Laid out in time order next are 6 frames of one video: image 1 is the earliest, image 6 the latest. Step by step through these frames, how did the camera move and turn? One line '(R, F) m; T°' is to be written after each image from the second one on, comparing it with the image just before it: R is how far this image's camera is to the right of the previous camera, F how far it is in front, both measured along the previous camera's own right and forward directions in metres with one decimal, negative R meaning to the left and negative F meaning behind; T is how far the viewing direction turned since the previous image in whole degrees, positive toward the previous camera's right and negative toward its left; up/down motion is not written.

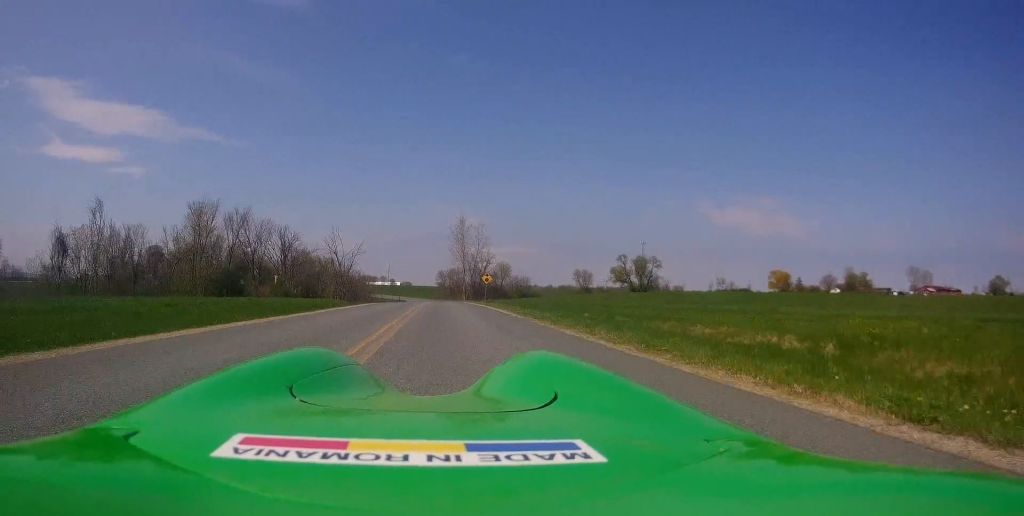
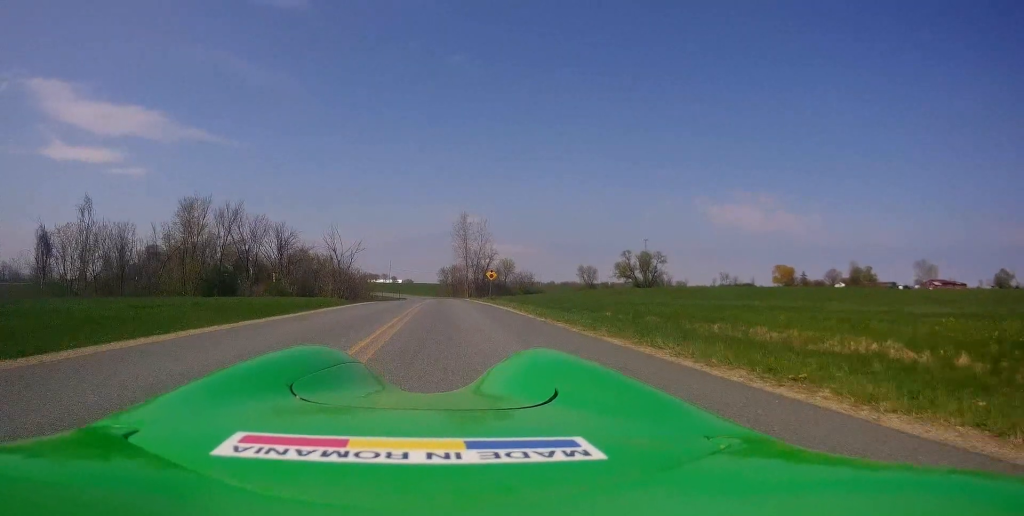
(+0.1, +3.3) m; 0°
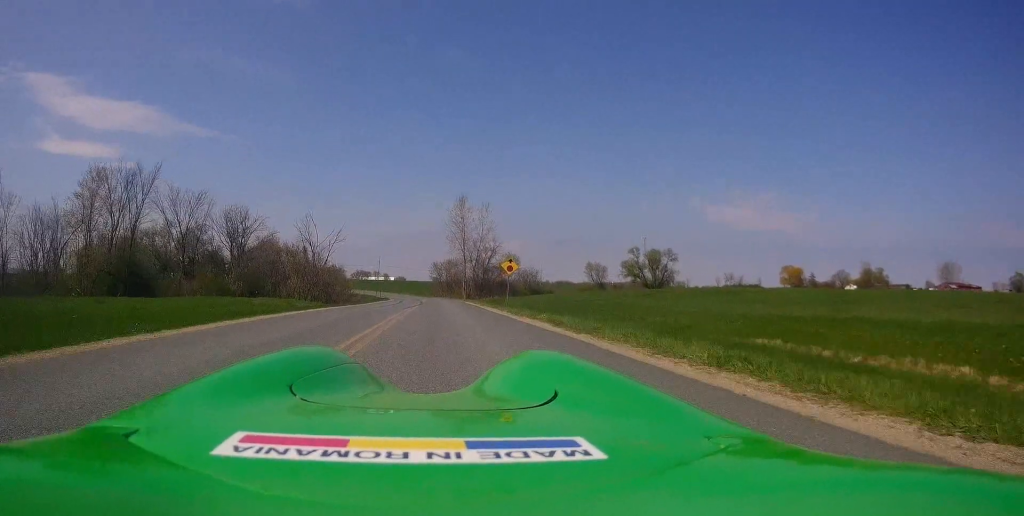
(-0.4, +18.2) m; -1°
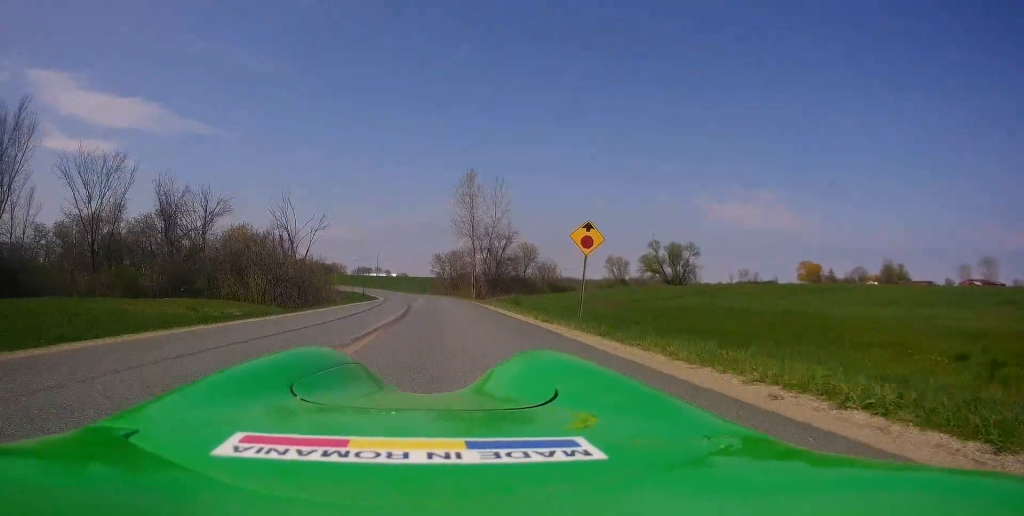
(+0.9, +17.7) m; +1°
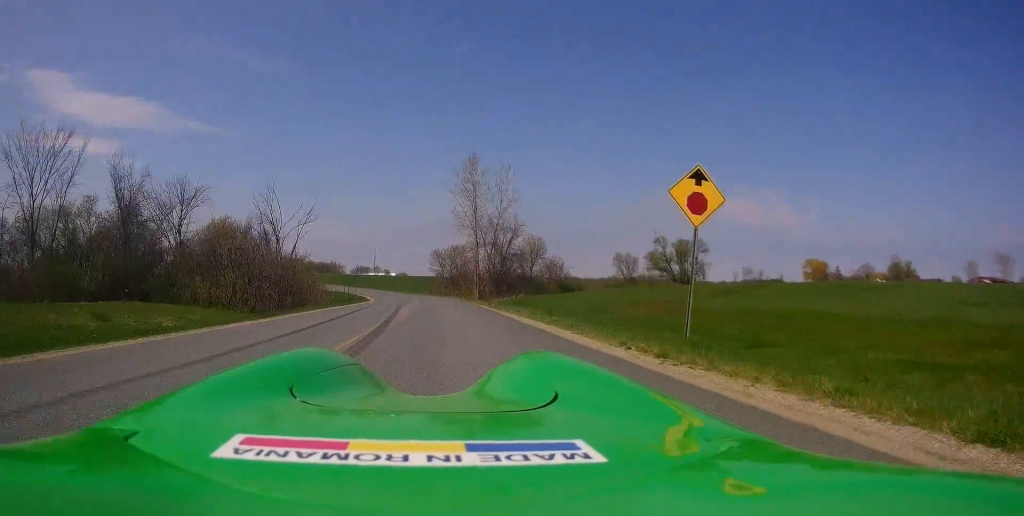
(-0.3, +7.4) m; -2°
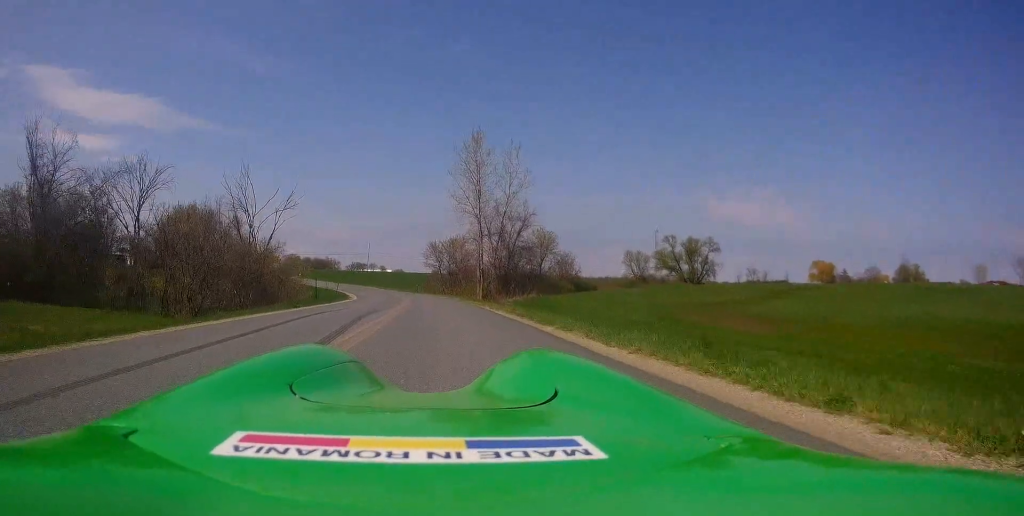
(-0.1, +10.7) m; -1°
